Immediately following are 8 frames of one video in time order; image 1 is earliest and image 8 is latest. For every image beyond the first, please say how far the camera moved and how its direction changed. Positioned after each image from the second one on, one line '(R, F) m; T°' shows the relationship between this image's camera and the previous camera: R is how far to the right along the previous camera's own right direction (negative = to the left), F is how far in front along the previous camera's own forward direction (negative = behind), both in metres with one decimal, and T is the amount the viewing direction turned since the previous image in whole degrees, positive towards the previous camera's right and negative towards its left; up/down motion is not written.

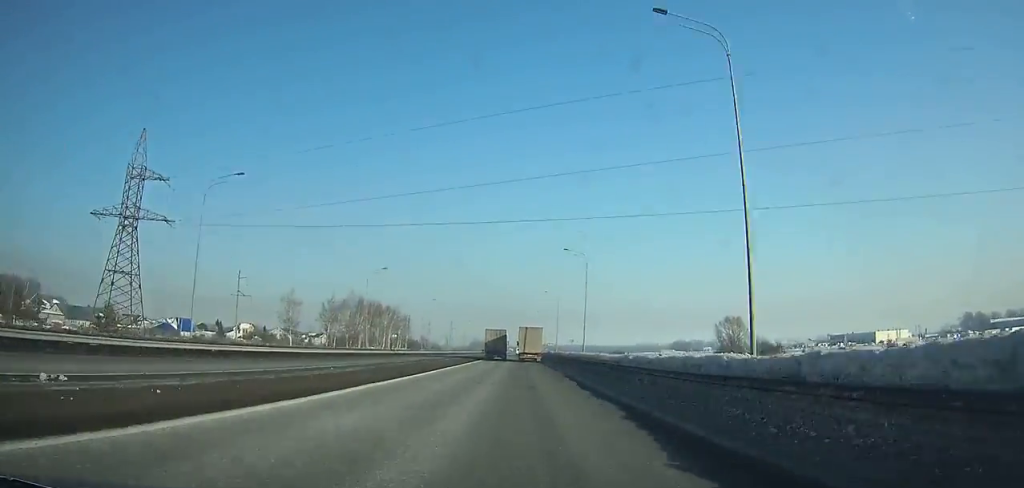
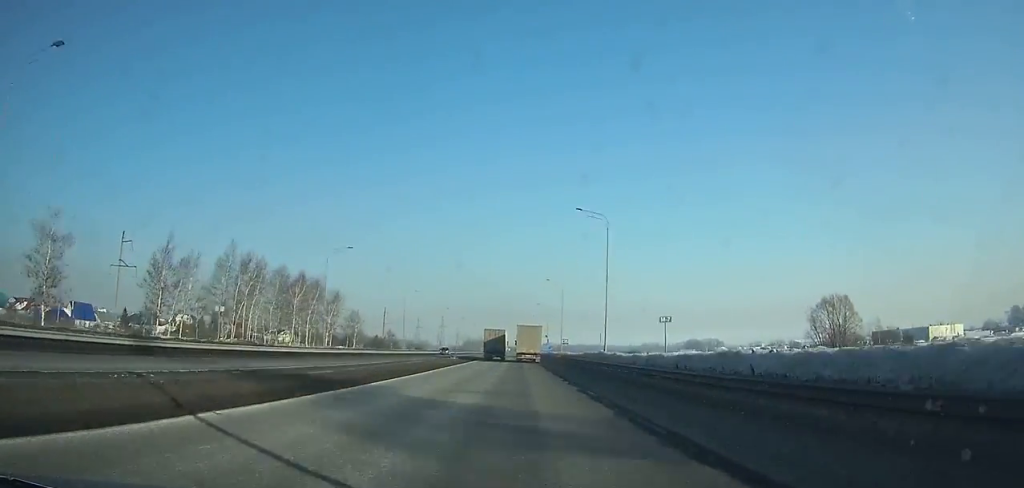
(+0.3, +62.6) m; 0°
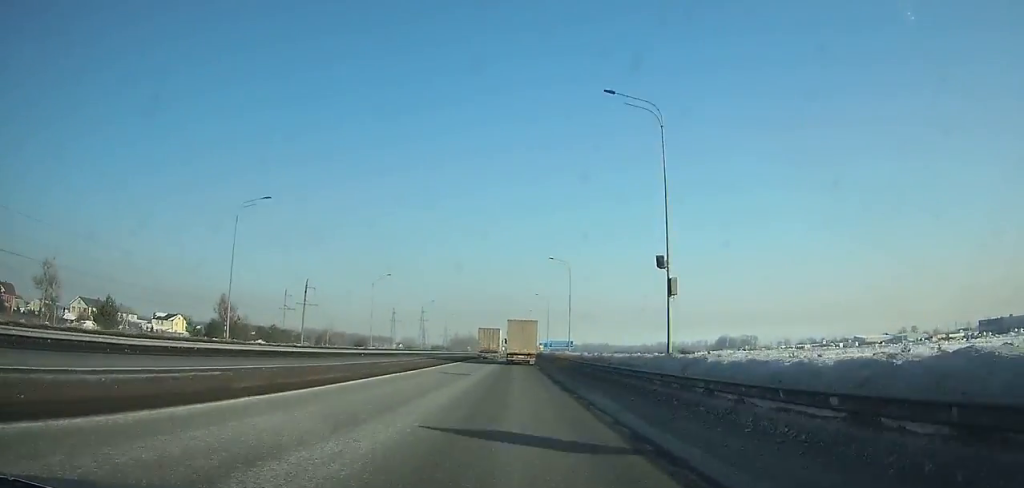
(0.0, +108.2) m; 0°
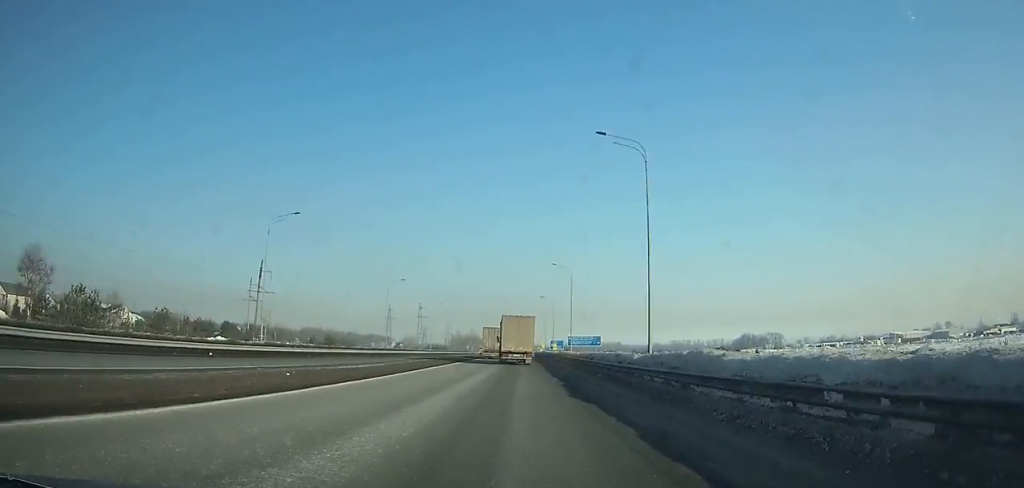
(0.0, +38.9) m; 0°
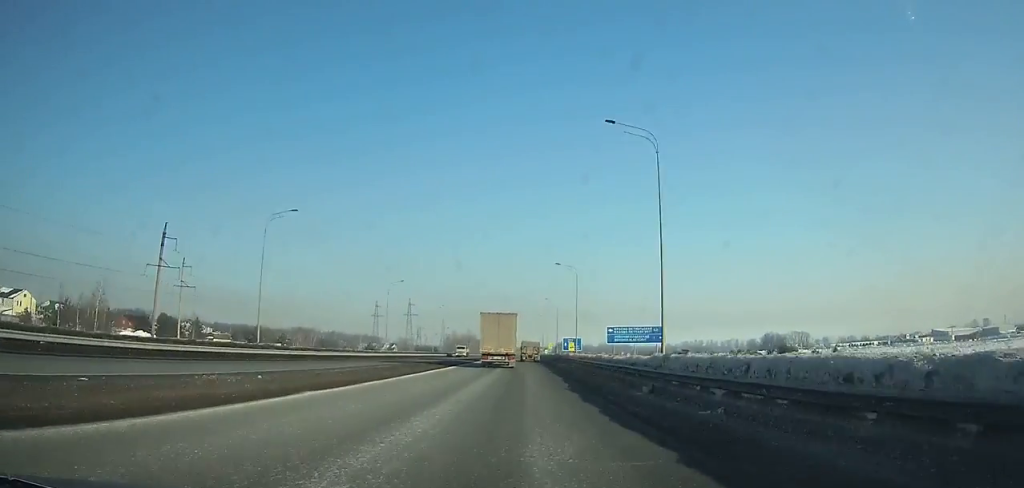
(-0.1, +46.4) m; 0°
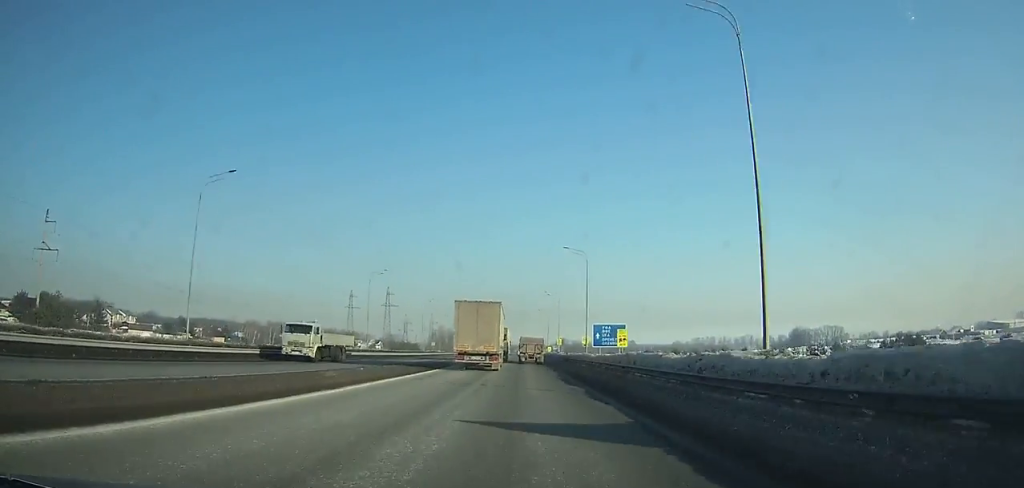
(0.0, +51.9) m; -1°
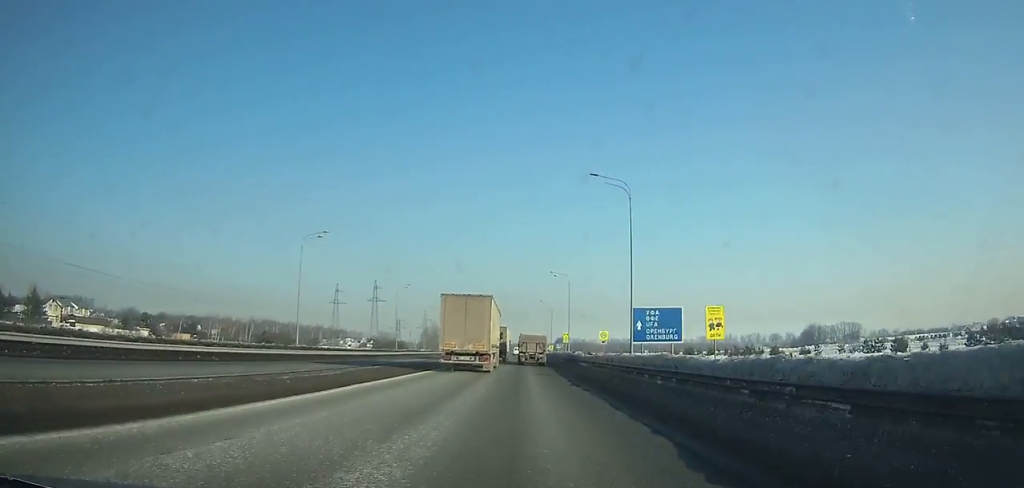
(-0.1, +24.6) m; 0°
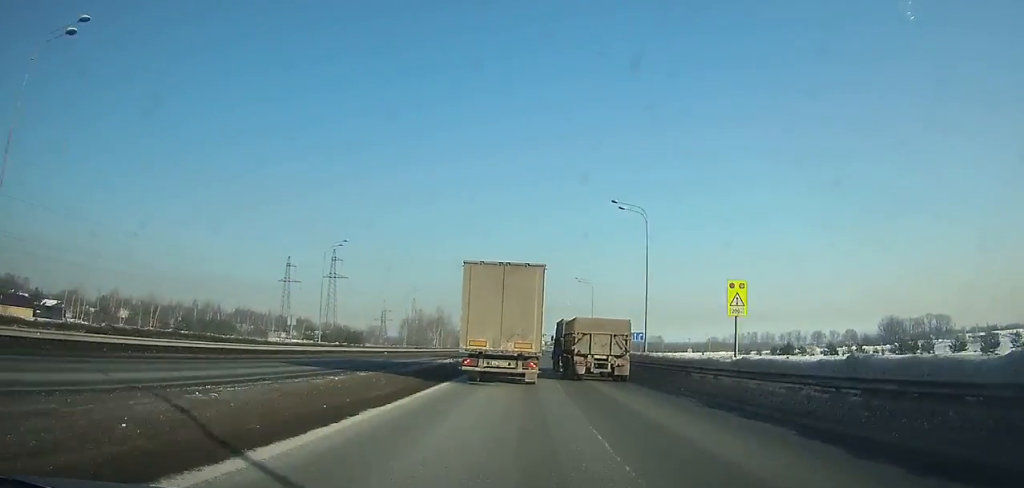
(-0.9, +75.6) m; 0°
